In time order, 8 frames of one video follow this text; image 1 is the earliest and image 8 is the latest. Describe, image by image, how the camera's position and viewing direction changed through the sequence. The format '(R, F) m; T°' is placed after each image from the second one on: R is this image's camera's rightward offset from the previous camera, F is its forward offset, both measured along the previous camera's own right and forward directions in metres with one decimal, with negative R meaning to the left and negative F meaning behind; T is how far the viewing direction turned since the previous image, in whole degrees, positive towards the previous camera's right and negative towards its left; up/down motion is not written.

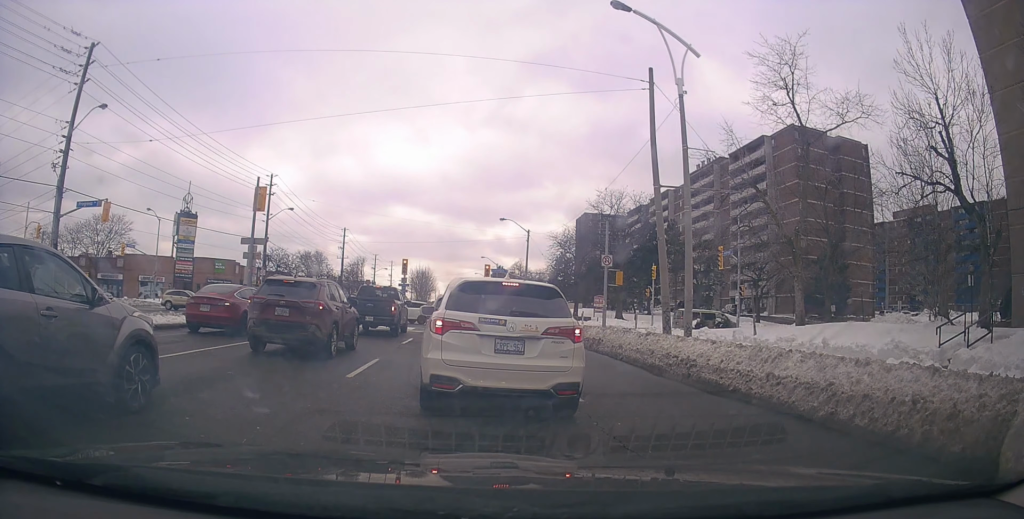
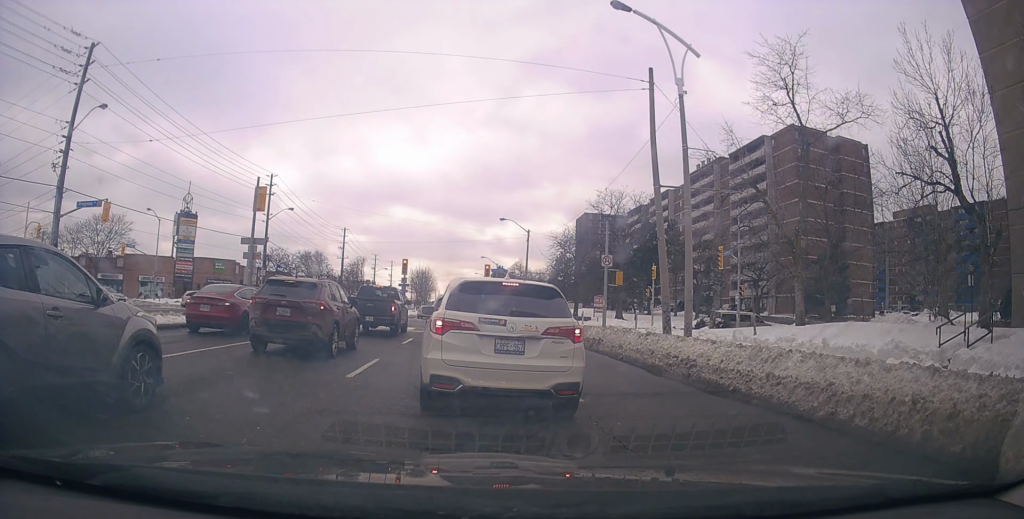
(+0.3, -0.1) m; 0°
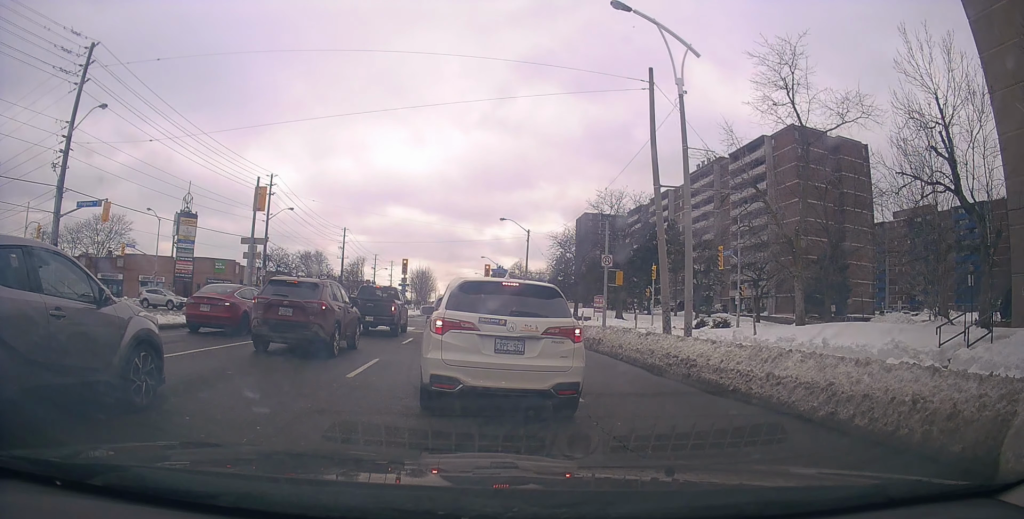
(+0.1, 0.0) m; 0°
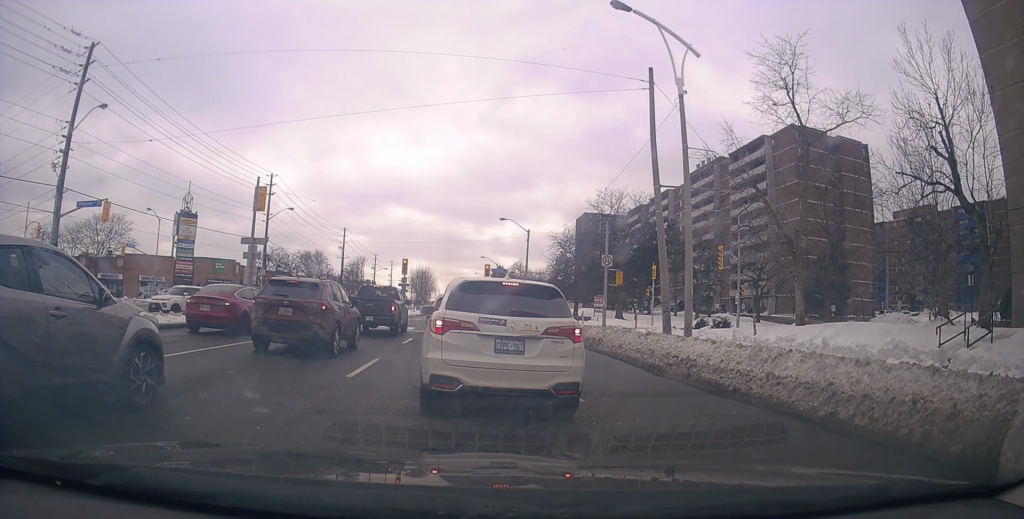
(0.0, 0.0) m; 0°
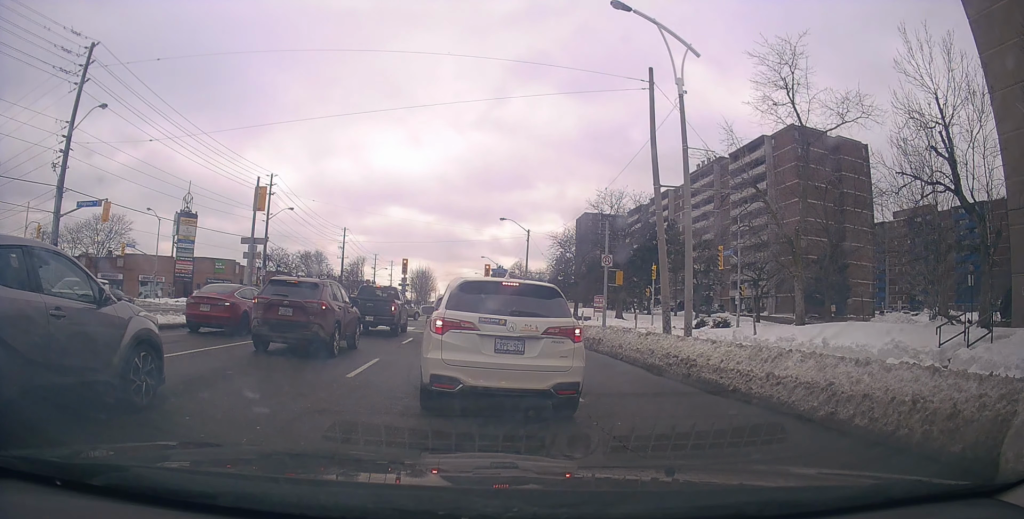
(0.0, 0.0) m; 0°
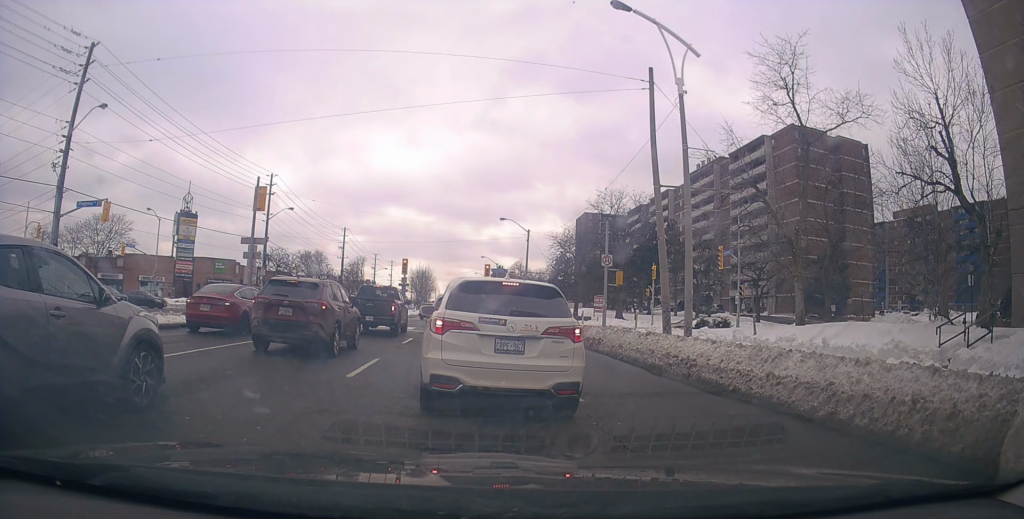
(0.0, 0.0) m; 0°
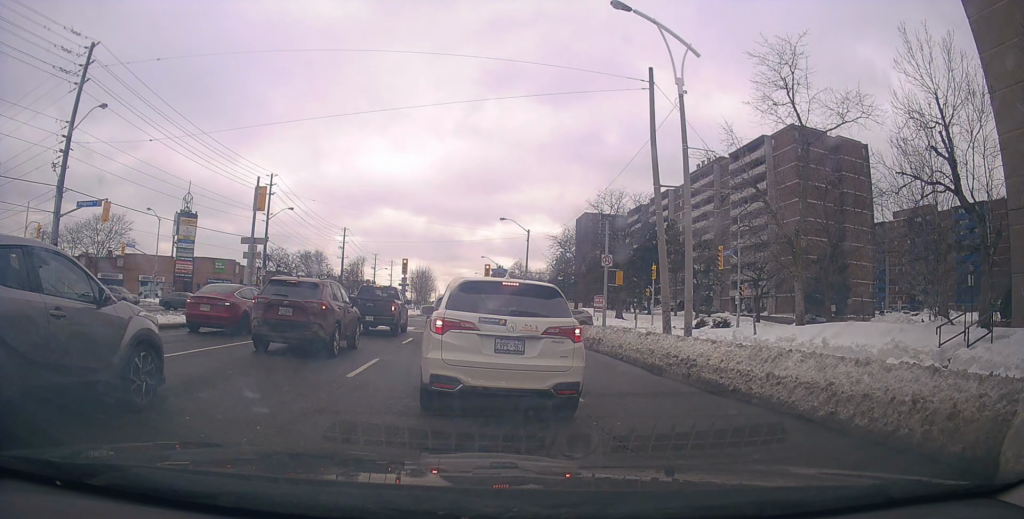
(0.0, 0.0) m; 0°
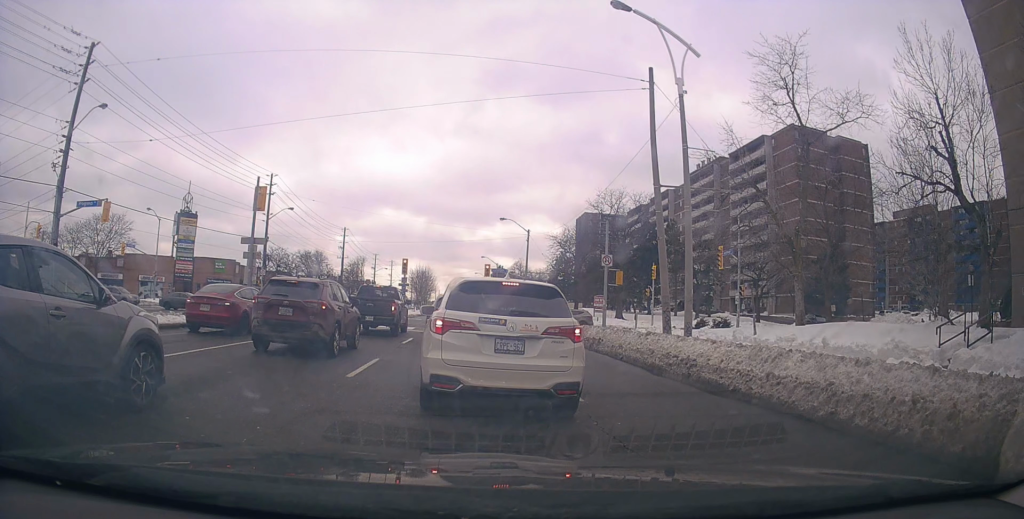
(0.0, 0.0) m; 0°
